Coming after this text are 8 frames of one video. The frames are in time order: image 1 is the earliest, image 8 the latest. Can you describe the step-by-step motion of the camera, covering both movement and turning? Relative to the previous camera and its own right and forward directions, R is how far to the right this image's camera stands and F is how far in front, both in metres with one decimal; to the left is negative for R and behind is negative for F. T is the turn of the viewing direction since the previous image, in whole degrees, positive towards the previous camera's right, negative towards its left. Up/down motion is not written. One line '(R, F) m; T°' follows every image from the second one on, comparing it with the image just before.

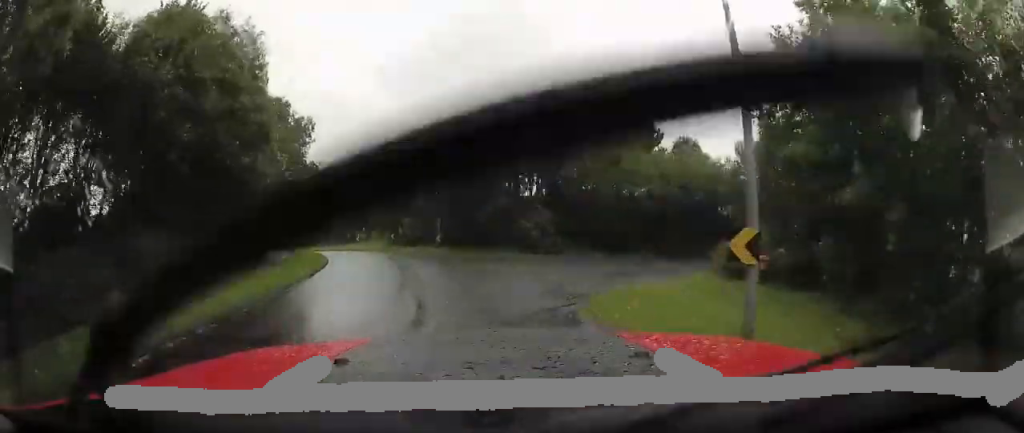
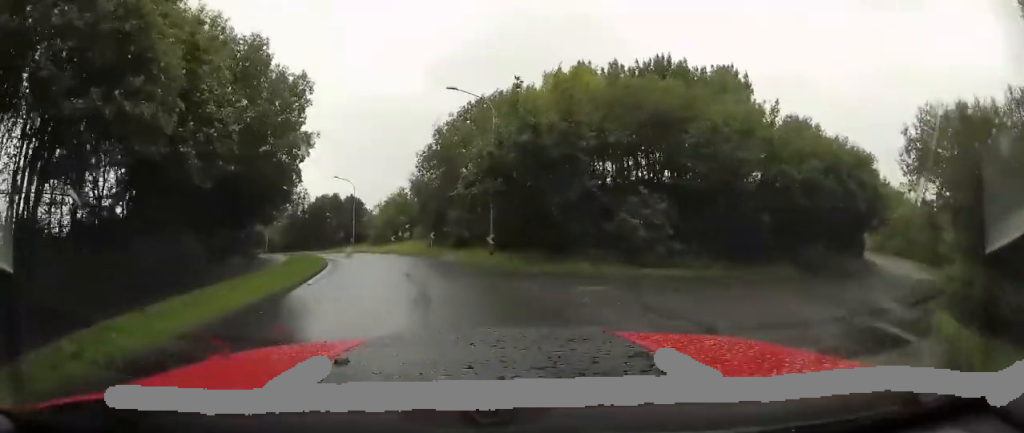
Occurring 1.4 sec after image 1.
(-0.6, +7.9) m; -10°
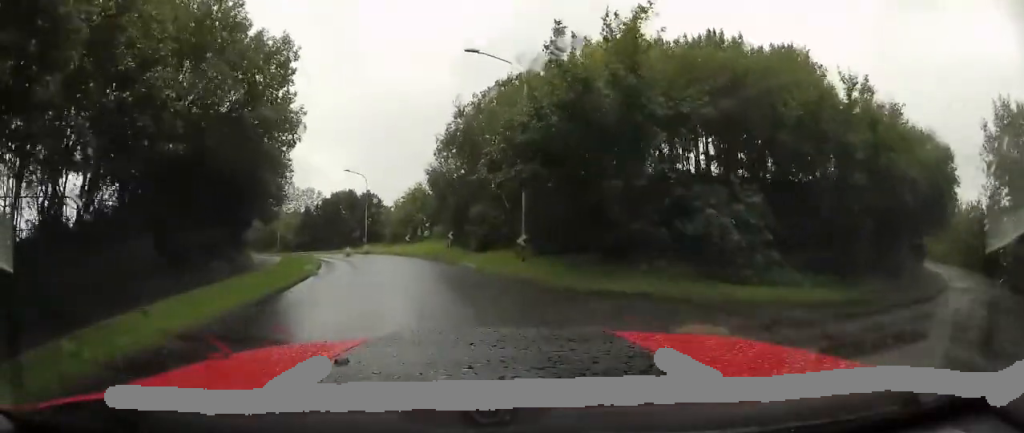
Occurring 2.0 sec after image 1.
(-0.2, +4.0) m; -4°
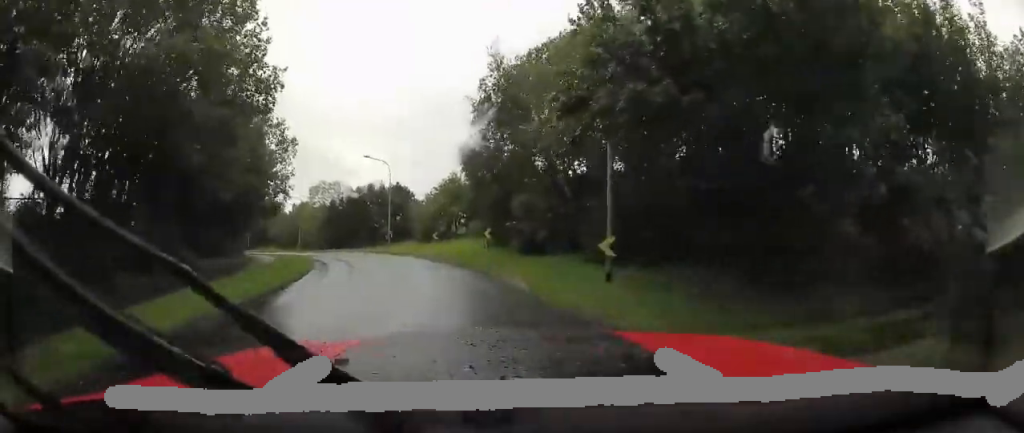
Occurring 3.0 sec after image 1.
(-0.3, +5.7) m; -7°
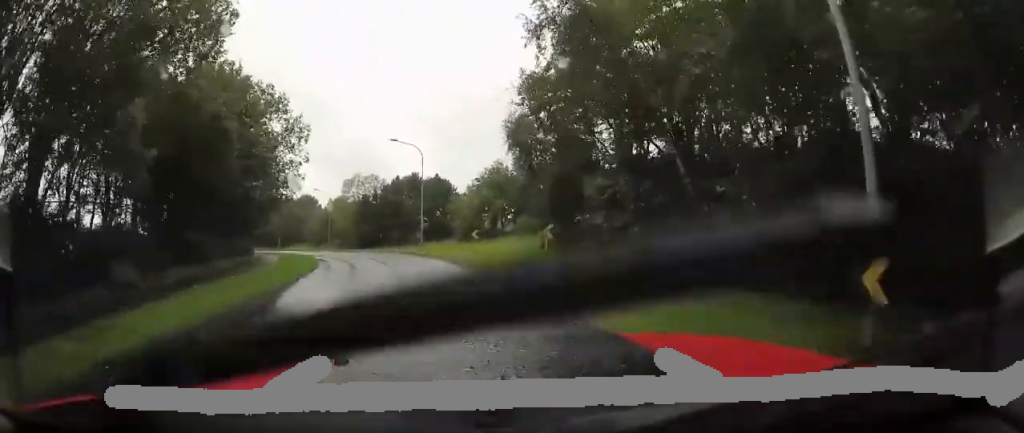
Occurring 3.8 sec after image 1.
(-0.3, +5.2) m; -8°
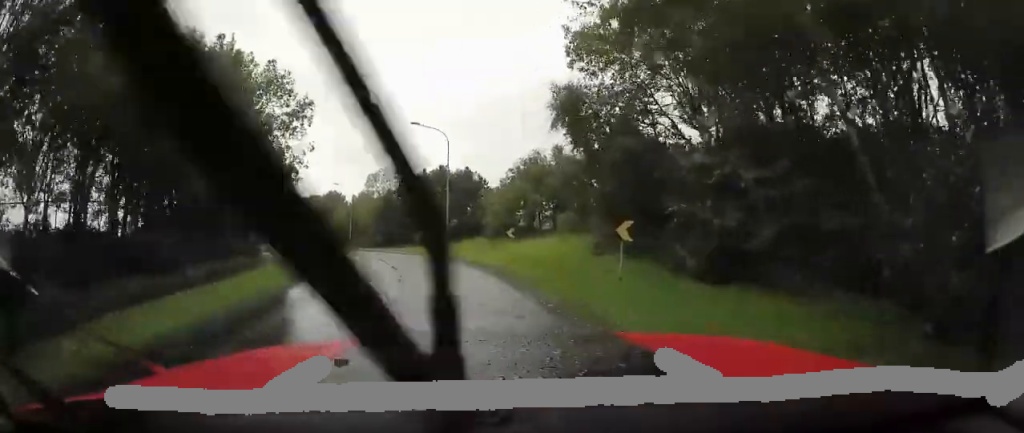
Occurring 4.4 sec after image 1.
(-0.2, +3.8) m; -5°
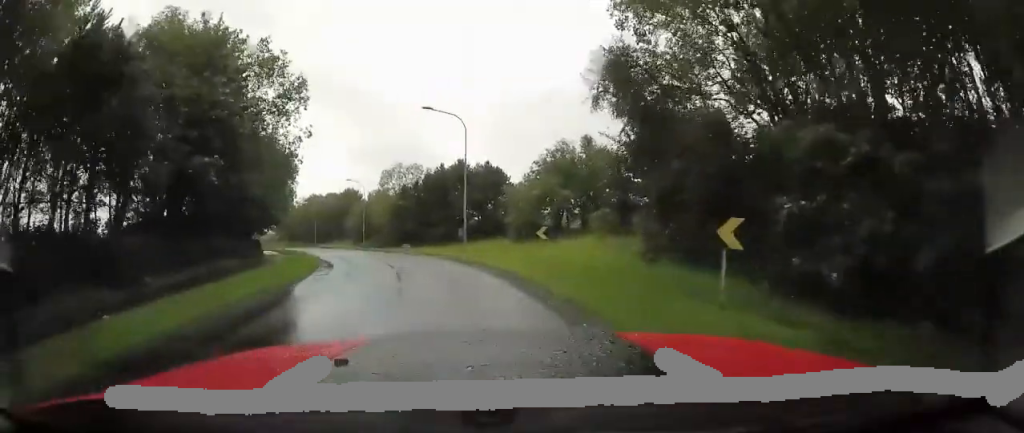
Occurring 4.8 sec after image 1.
(-0.1, +2.9) m; -2°
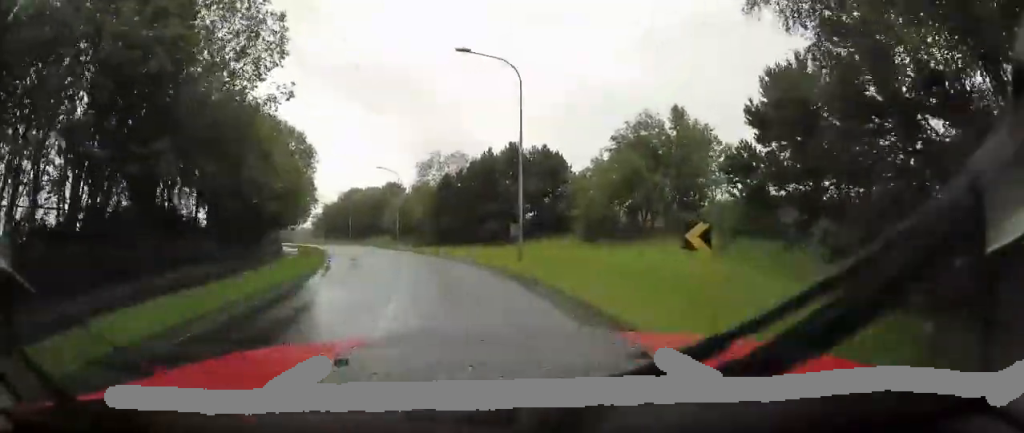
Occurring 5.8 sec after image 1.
(-0.2, +6.7) m; -5°
